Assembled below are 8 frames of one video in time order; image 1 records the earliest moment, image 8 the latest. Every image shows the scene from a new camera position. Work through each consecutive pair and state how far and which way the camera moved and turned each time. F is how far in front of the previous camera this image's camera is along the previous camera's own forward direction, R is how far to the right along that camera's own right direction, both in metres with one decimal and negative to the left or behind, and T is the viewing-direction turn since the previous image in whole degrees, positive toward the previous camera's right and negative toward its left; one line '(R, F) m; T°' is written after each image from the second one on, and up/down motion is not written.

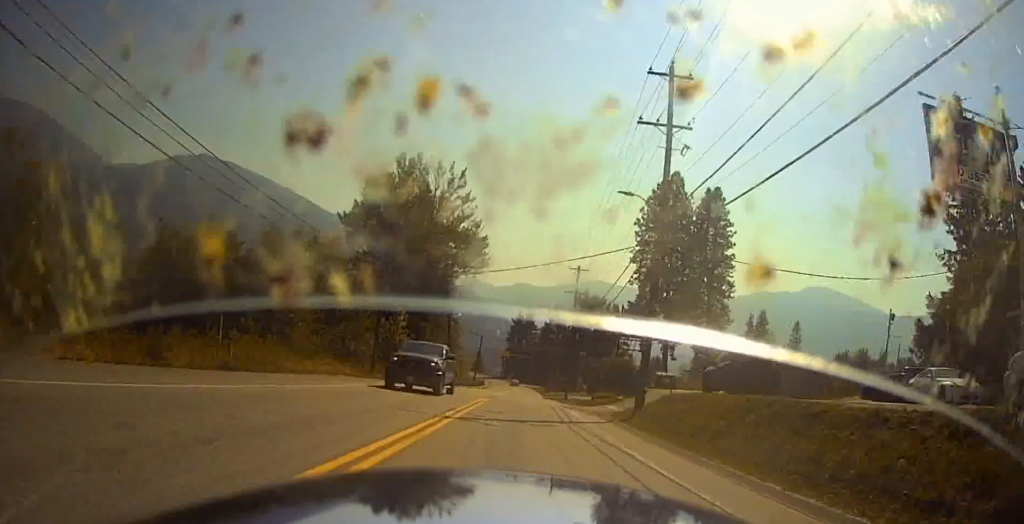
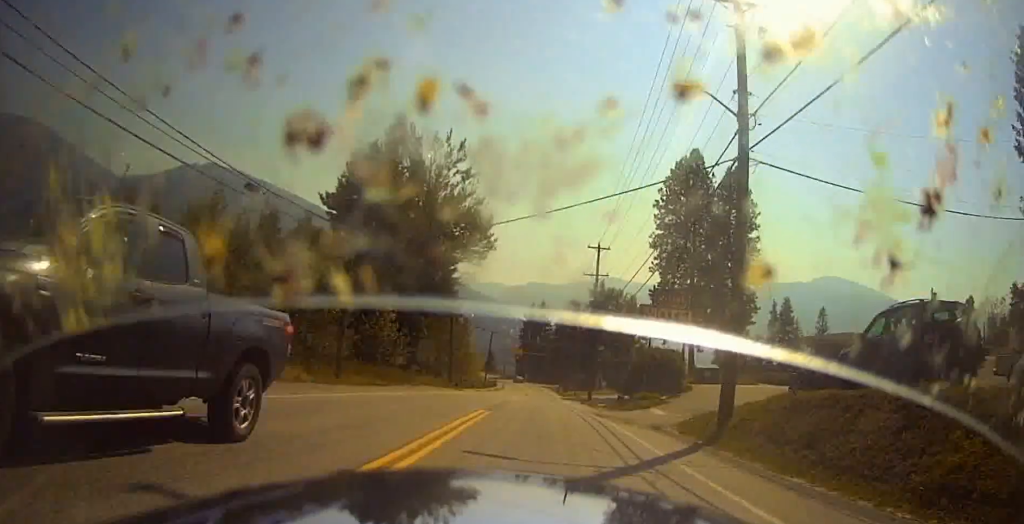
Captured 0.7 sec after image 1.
(+0.1, +10.7) m; +1°
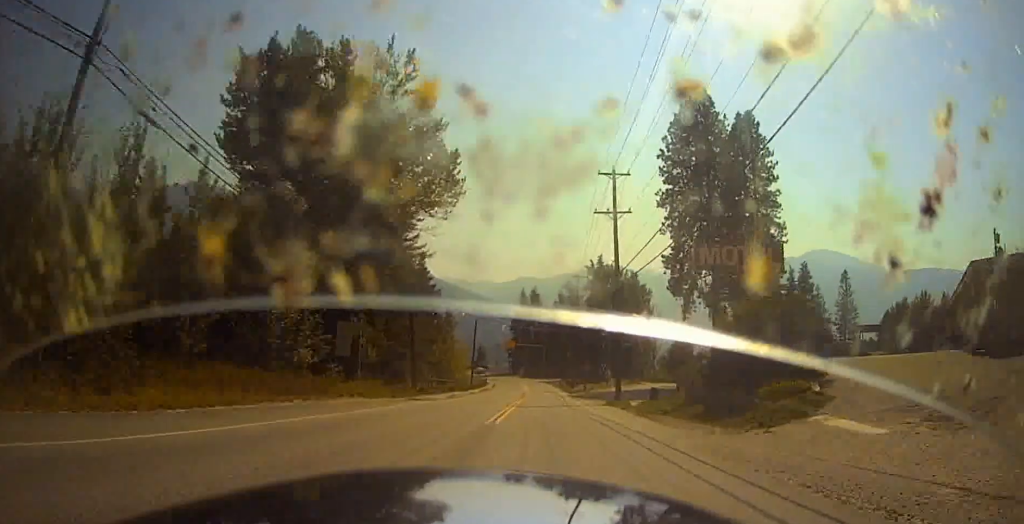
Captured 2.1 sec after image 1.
(0.0, +20.9) m; -2°
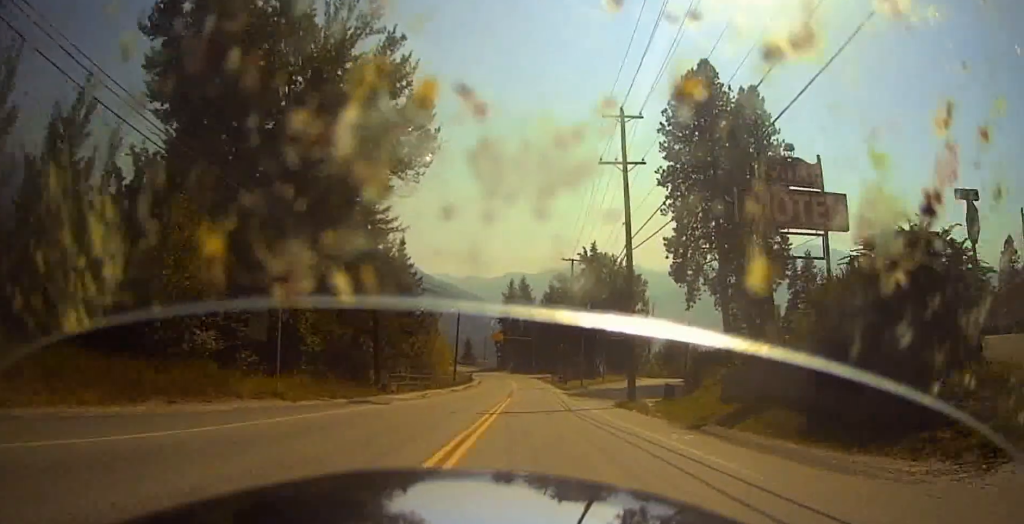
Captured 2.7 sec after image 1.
(-0.1, +9.4) m; -1°
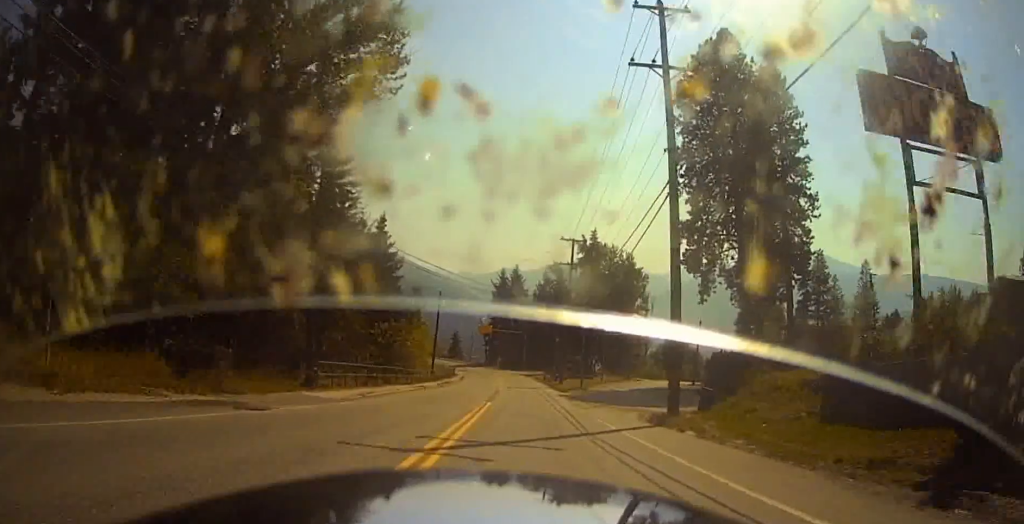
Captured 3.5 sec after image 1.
(0.0, +11.8) m; 0°
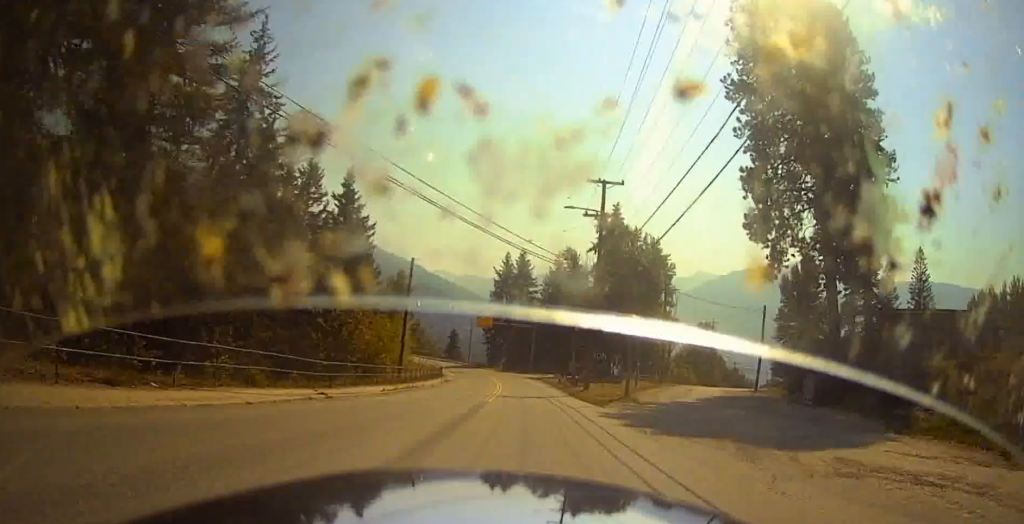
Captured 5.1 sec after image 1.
(-0.6, +22.4) m; -3°
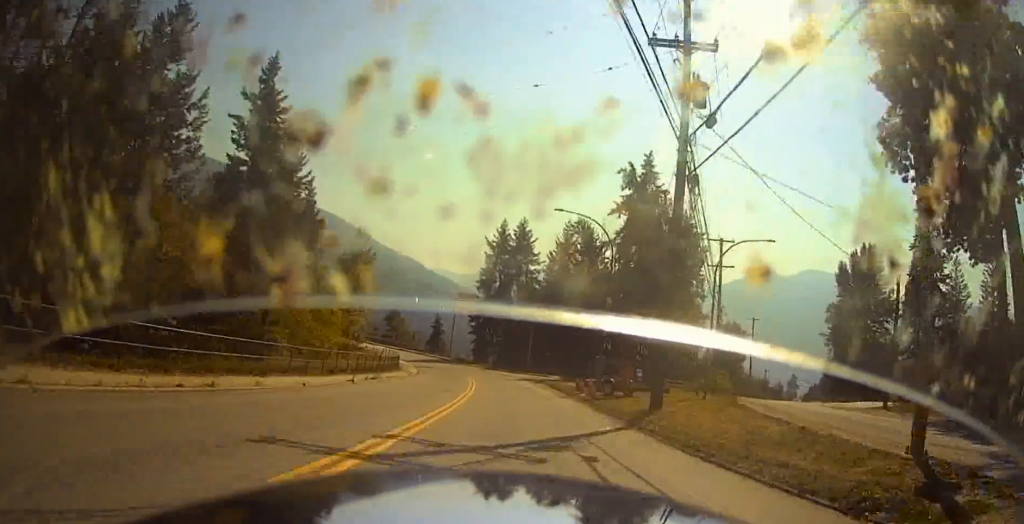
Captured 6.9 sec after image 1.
(-1.0, +27.4) m; -4°
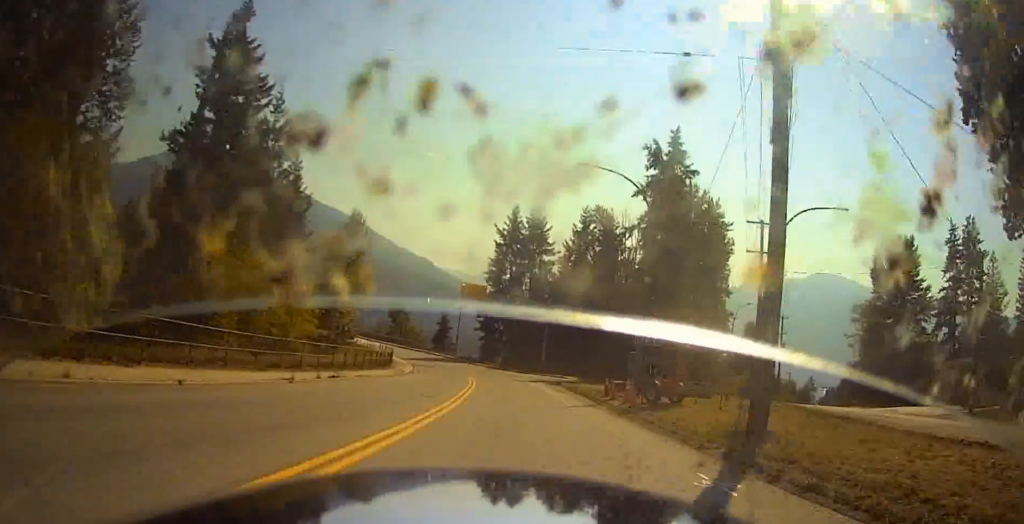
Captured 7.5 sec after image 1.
(-0.2, +8.9) m; -1°
